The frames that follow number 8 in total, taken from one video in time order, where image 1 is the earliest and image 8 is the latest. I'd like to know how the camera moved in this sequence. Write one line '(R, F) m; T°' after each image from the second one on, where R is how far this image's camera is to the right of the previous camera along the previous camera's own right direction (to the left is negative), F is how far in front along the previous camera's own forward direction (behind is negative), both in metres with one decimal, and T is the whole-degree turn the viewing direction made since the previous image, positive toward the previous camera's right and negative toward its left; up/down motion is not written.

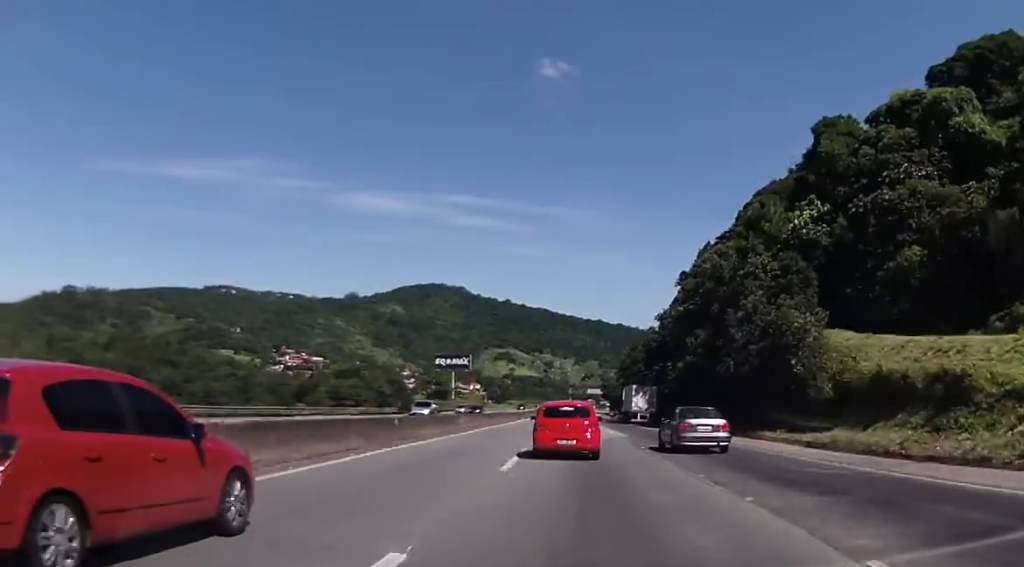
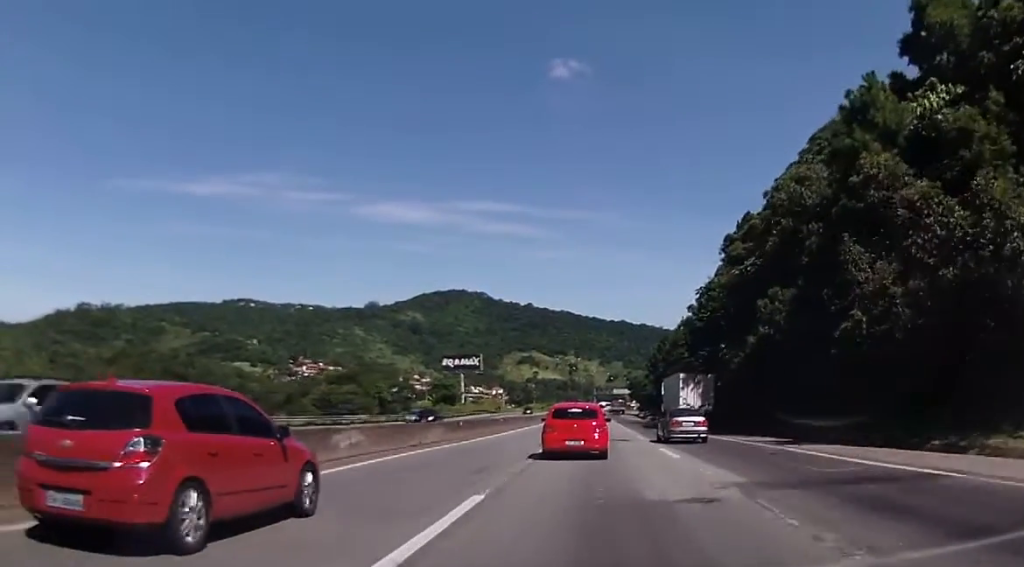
(-0.9, +22.7) m; -3°
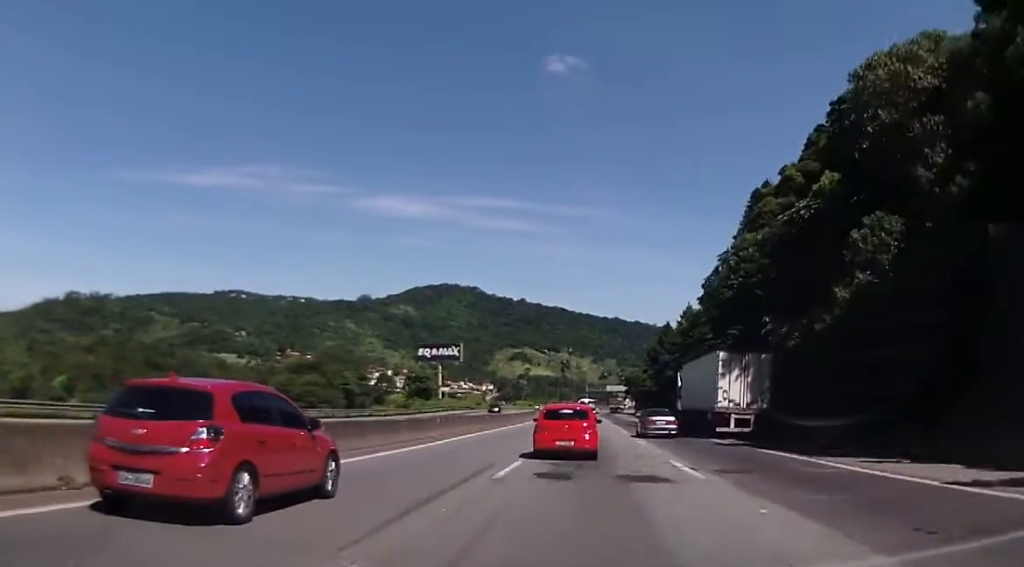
(-0.3, +18.8) m; -2°
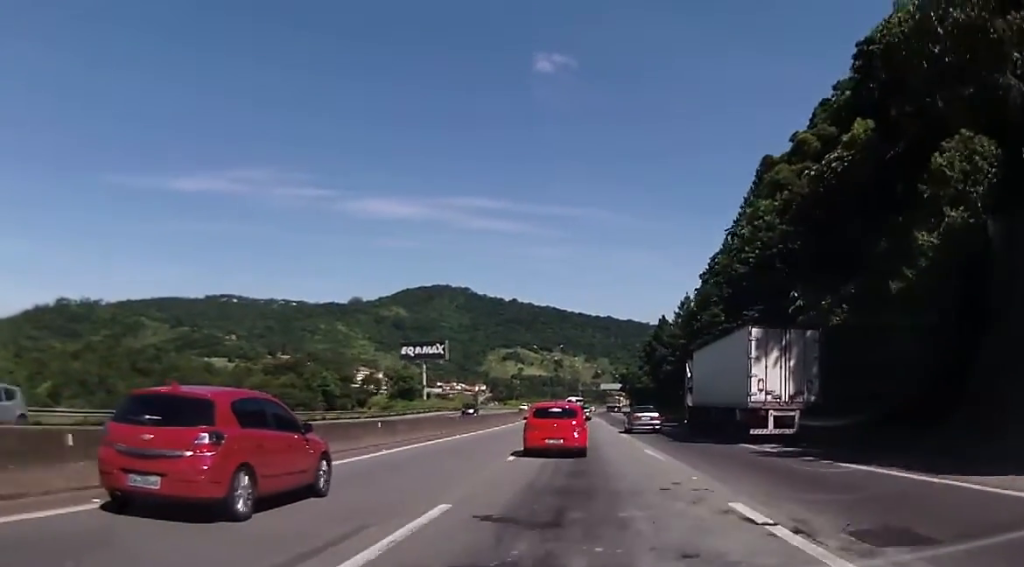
(-0.1, +8.8) m; -1°
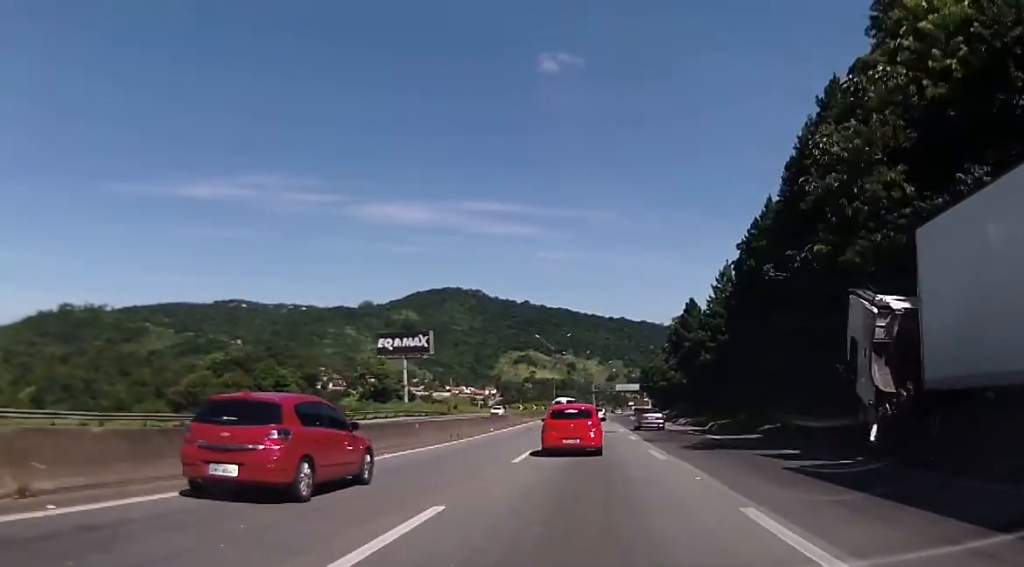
(-0.2, +27.3) m; 0°
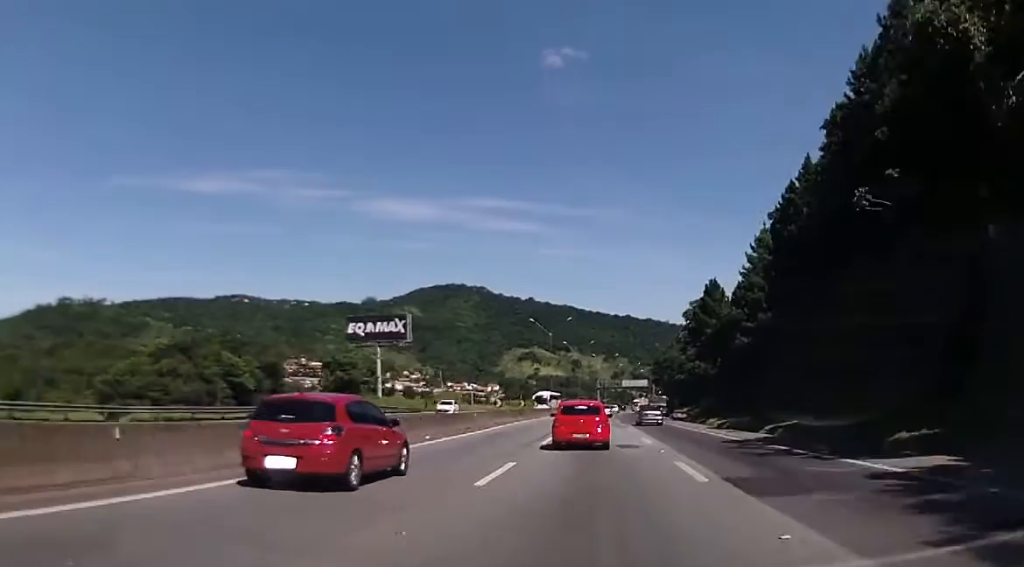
(0.0, +19.2) m; 0°
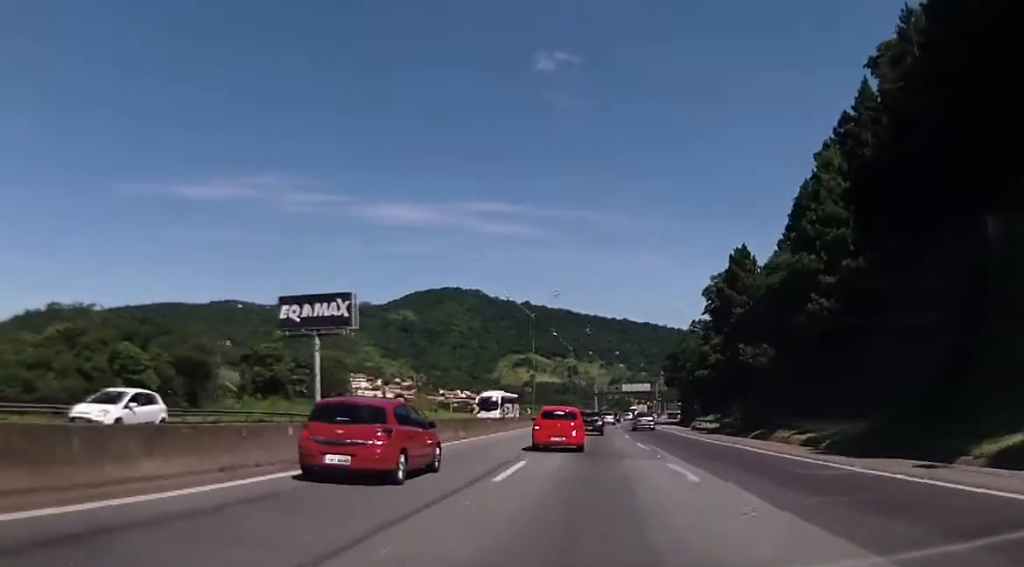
(0.0, +24.9) m; +1°
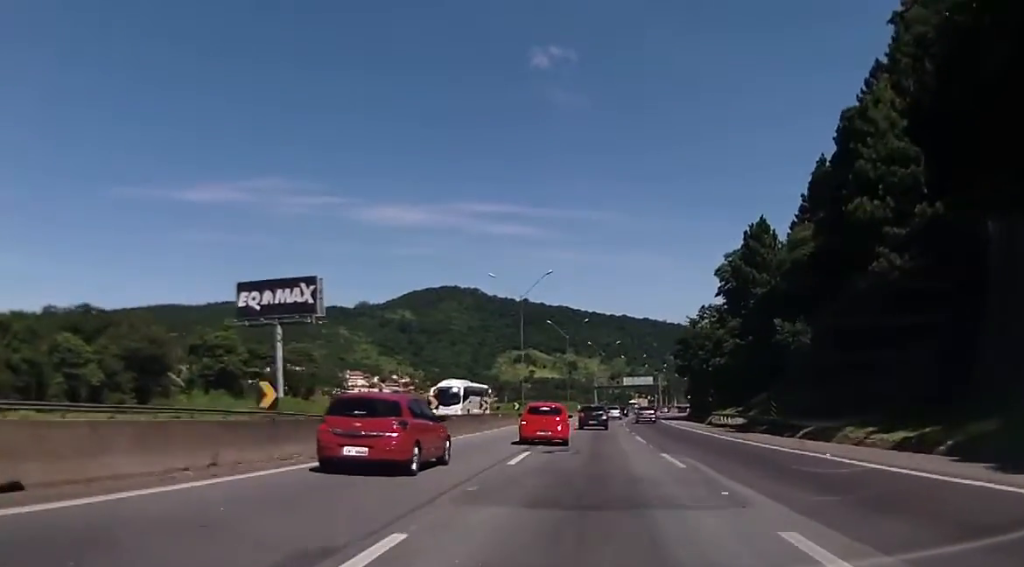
(+0.1, +11.1) m; +1°
